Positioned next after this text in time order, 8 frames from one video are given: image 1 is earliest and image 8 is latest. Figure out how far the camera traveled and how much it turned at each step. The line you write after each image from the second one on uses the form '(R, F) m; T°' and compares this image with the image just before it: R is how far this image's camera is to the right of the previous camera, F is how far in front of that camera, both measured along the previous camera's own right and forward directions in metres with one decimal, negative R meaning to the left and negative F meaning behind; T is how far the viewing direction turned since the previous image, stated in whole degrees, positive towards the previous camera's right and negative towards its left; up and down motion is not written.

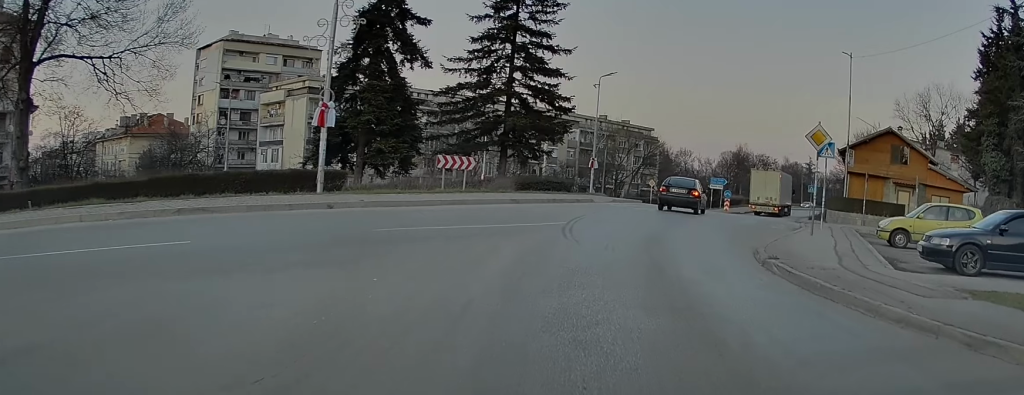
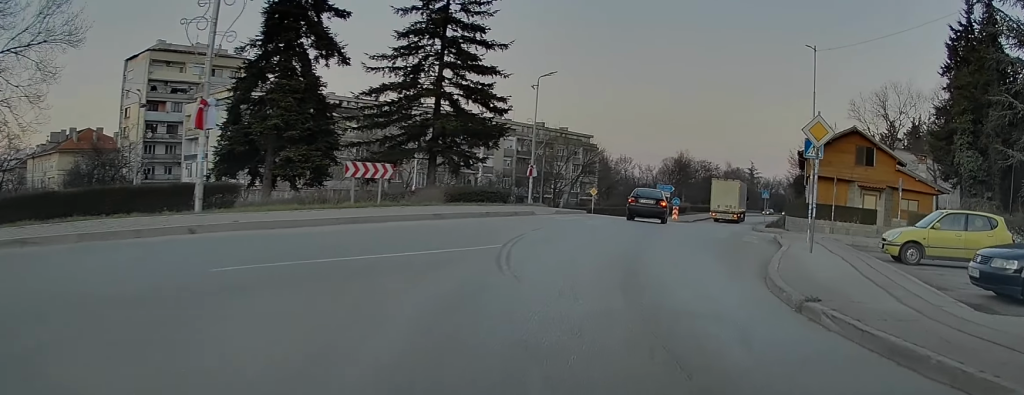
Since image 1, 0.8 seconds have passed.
(+0.1, +4.0) m; +5°
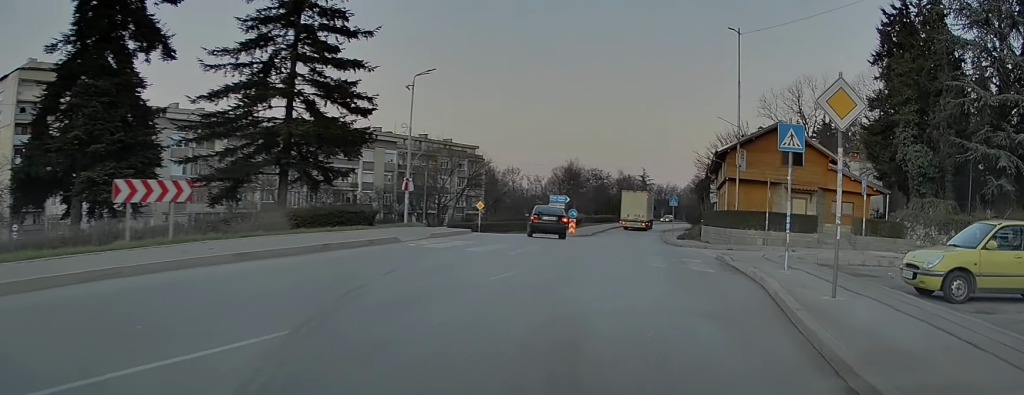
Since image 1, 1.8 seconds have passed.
(+0.4, +6.1) m; +6°
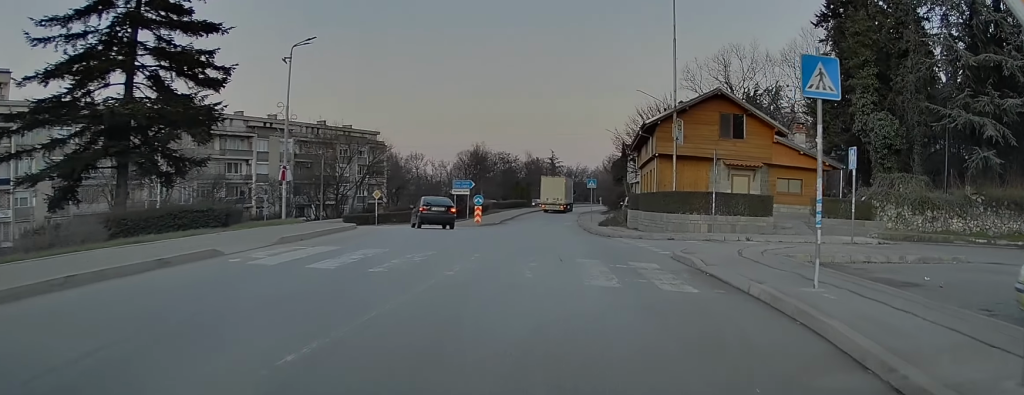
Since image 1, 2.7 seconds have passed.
(+0.2, +5.5) m; +5°
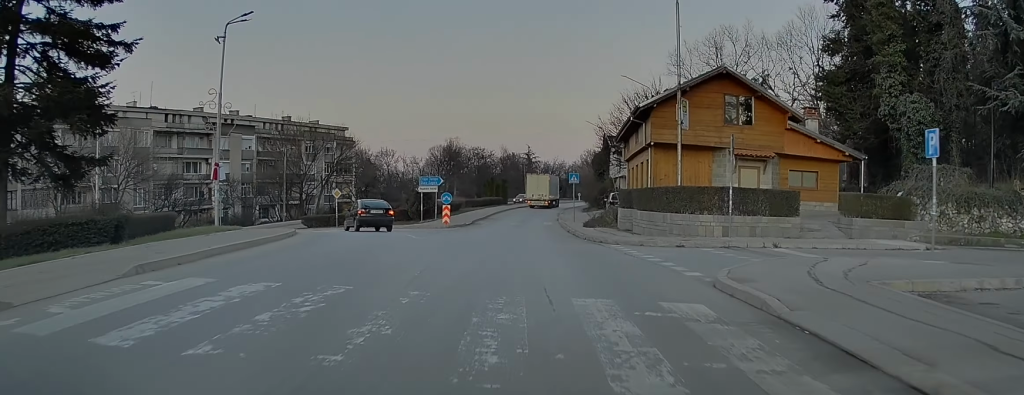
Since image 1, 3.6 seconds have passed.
(+0.2, +5.2) m; +4°
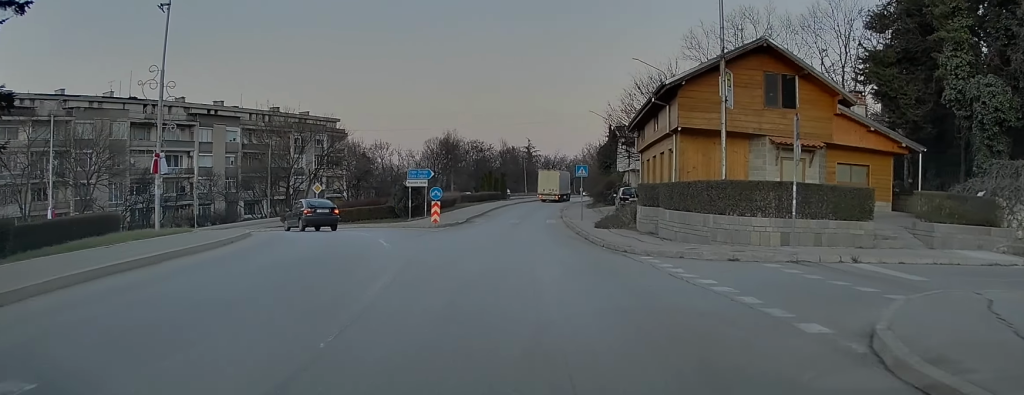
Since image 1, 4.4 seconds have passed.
(+0.2, +5.2) m; +2°
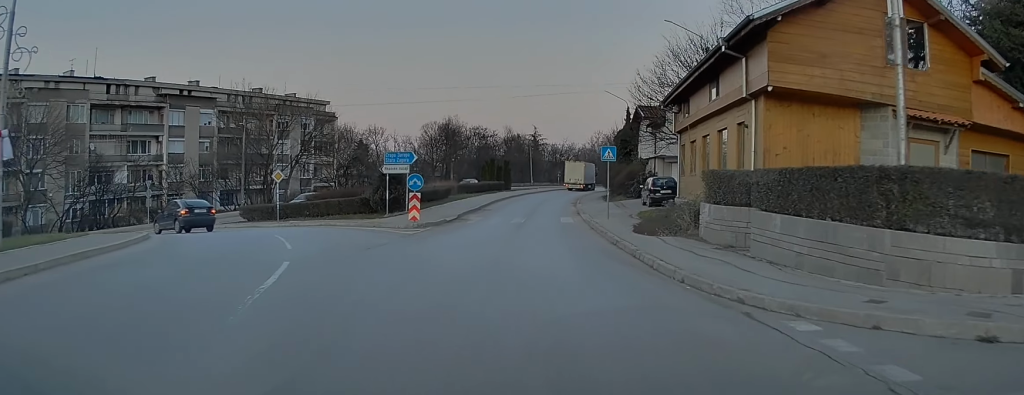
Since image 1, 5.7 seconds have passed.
(-0.2, +8.6) m; 0°
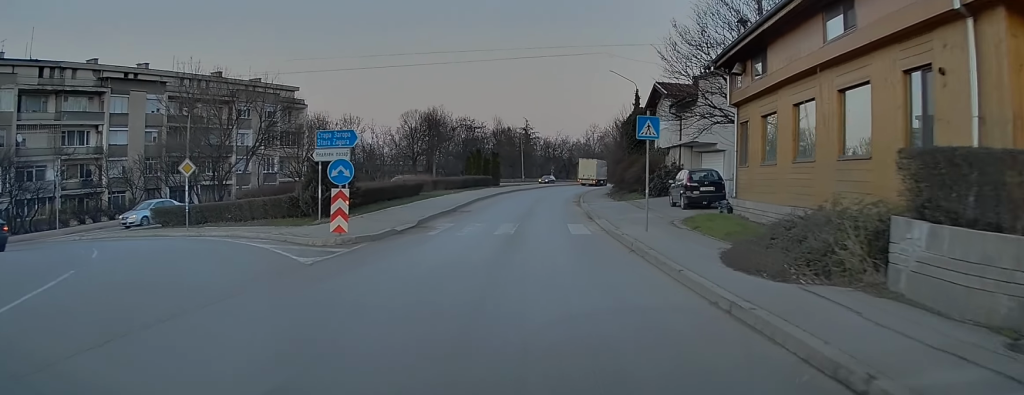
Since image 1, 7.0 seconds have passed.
(+0.4, +9.6) m; +1°
